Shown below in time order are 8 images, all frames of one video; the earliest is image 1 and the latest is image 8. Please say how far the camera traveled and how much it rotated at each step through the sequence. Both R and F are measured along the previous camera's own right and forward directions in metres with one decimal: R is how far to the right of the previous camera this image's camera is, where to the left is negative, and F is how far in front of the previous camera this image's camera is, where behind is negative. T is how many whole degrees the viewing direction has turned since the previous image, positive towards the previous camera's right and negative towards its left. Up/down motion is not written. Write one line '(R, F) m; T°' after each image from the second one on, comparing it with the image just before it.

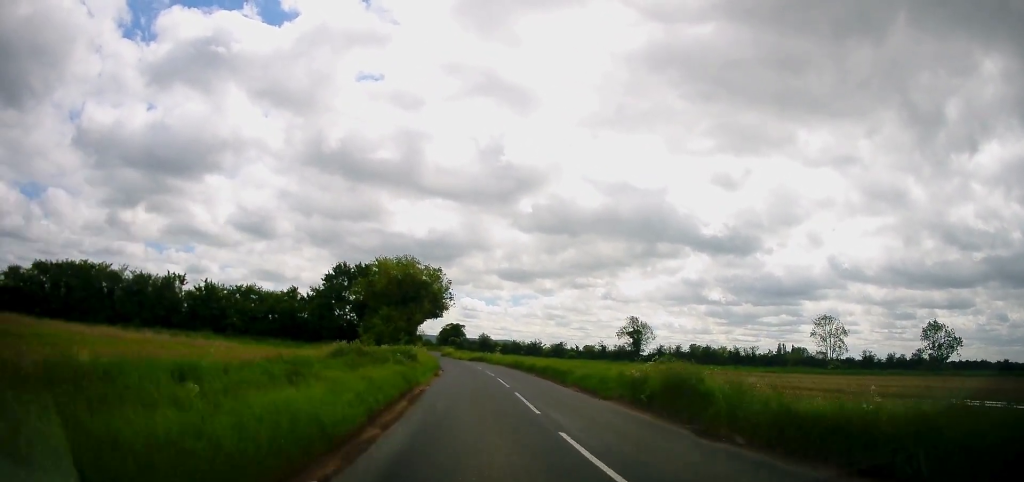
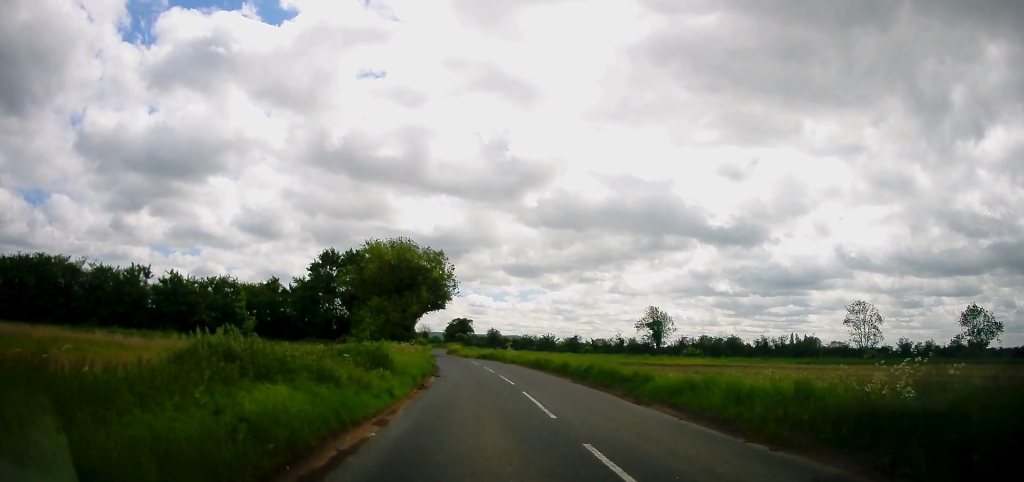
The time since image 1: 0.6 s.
(-0.1, +10.8) m; -1°
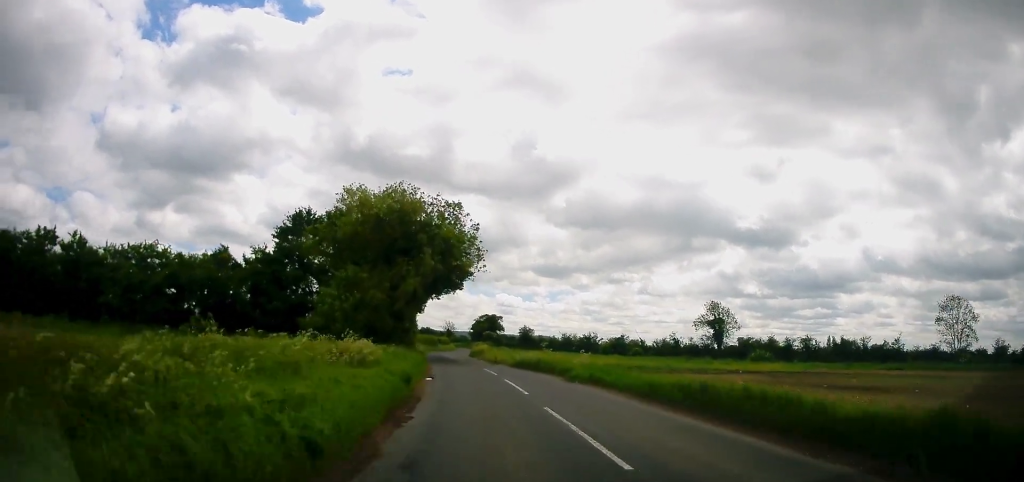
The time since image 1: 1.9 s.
(-0.3, +22.1) m; -2°
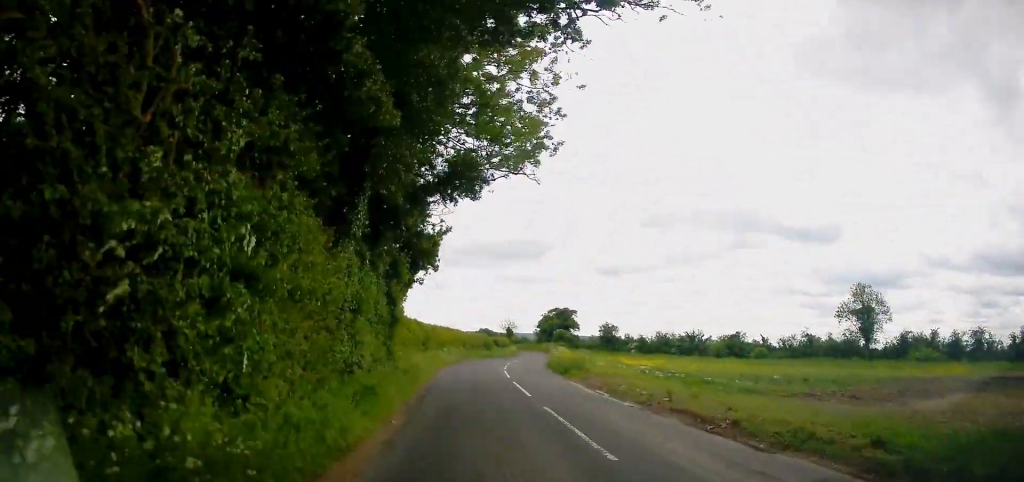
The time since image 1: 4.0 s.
(-1.4, +34.5) m; -5°
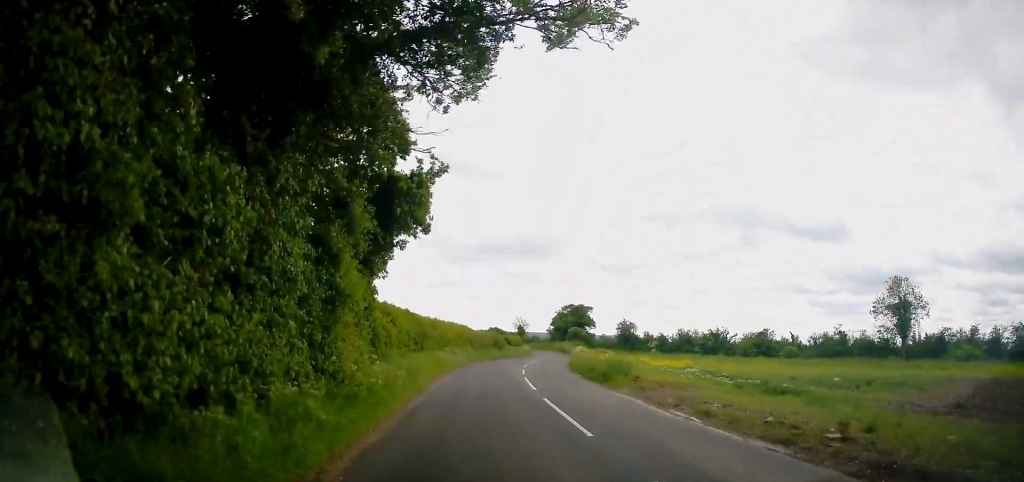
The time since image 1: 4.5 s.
(-0.1, +7.4) m; -1°
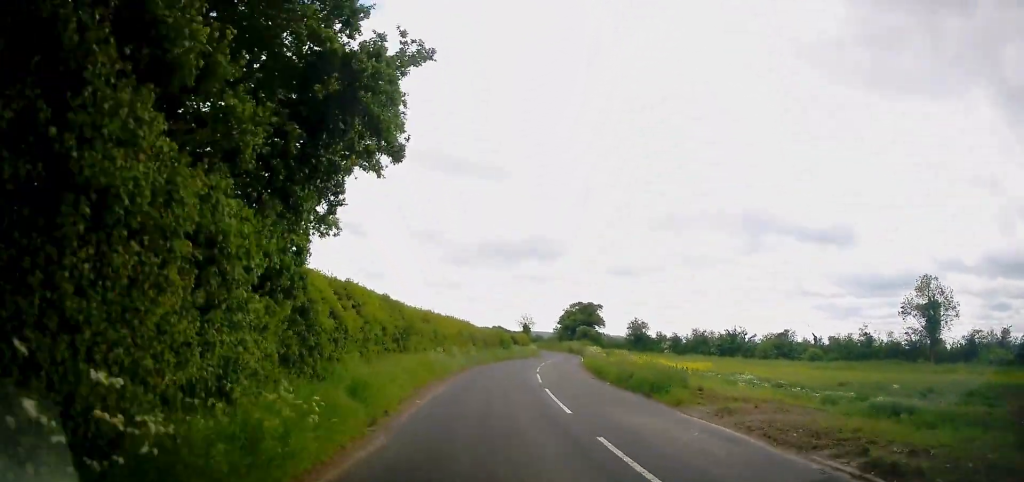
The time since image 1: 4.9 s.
(-0.2, +6.1) m; -1°
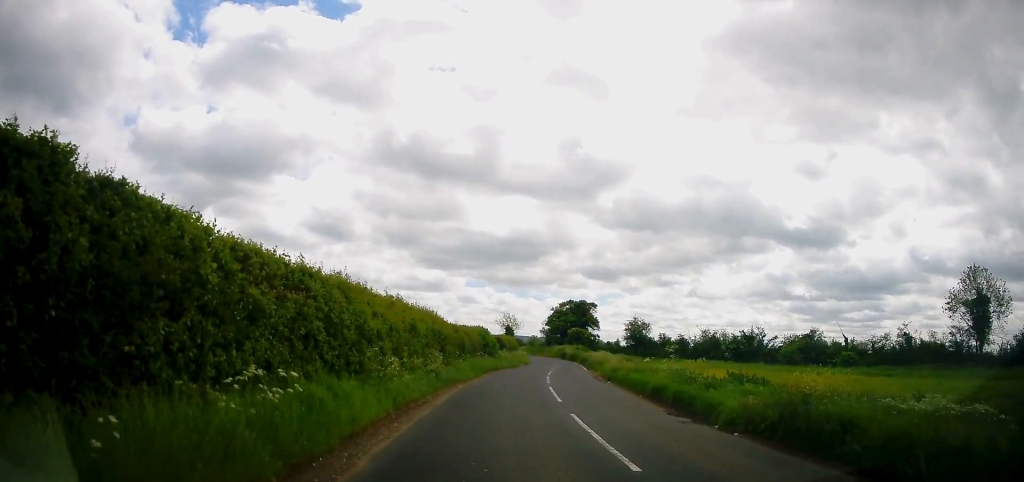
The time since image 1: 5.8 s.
(-0.1, +13.9) m; +2°
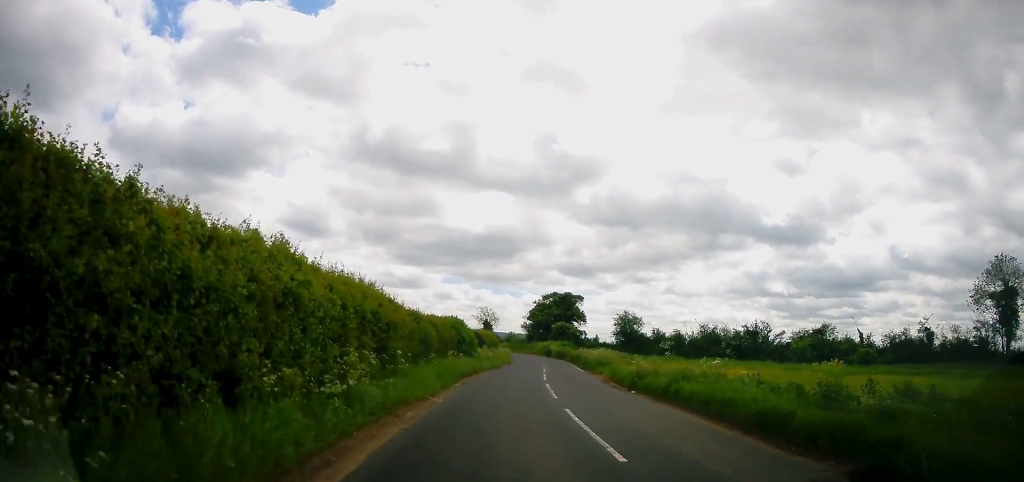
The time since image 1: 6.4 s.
(+0.1, +8.6) m; +2°
